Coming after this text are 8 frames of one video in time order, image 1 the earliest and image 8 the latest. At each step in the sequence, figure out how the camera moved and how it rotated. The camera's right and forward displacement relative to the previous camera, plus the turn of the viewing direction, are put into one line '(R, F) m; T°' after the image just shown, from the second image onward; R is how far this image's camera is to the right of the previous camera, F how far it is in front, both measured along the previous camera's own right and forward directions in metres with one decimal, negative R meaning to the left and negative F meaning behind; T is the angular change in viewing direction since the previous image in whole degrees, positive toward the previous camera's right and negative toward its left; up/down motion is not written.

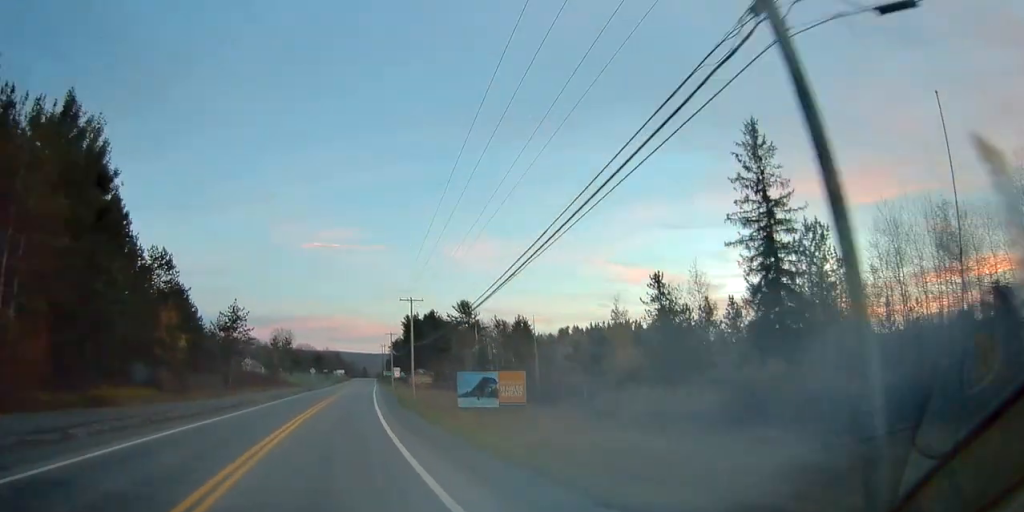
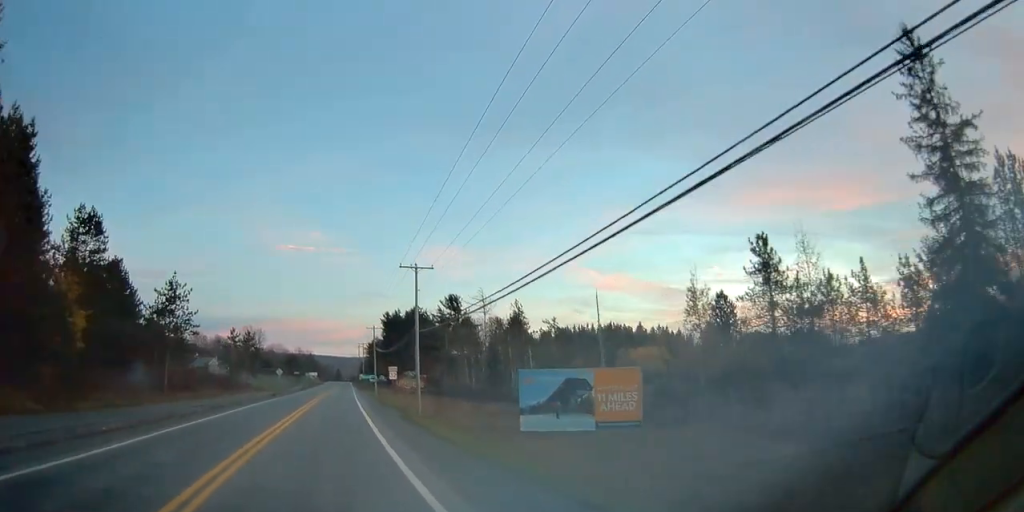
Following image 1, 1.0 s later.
(+0.5, +18.1) m; +3°
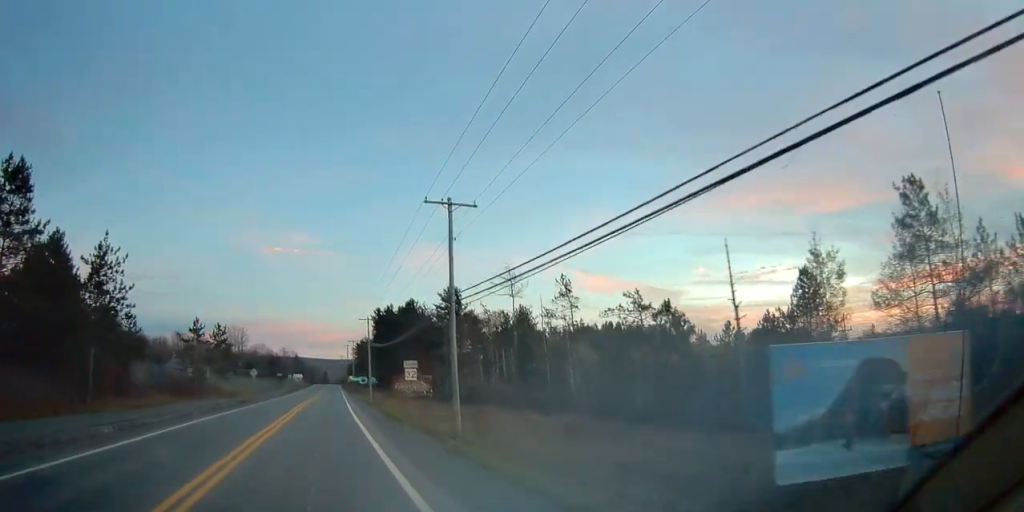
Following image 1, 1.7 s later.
(+0.2, +14.0) m; +2°
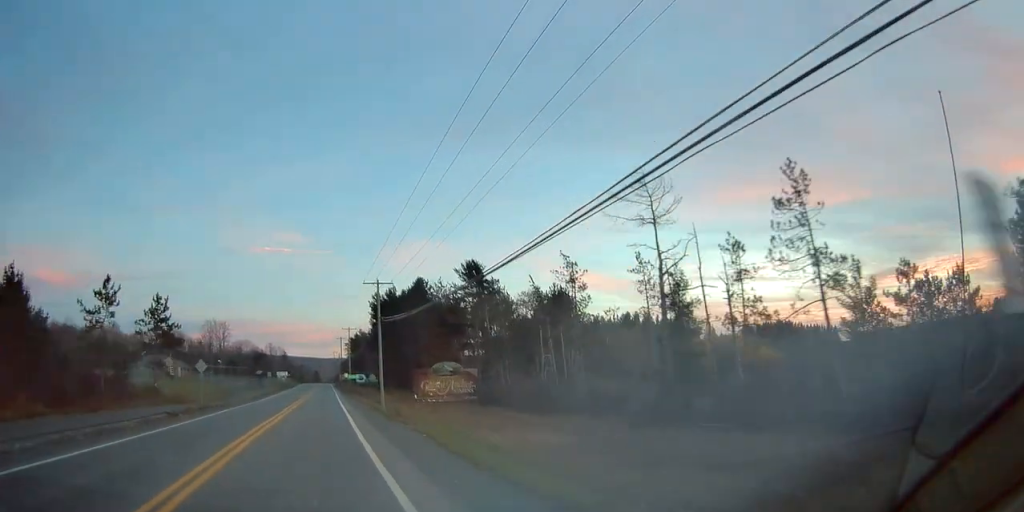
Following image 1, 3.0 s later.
(+0.7, +24.7) m; +3°
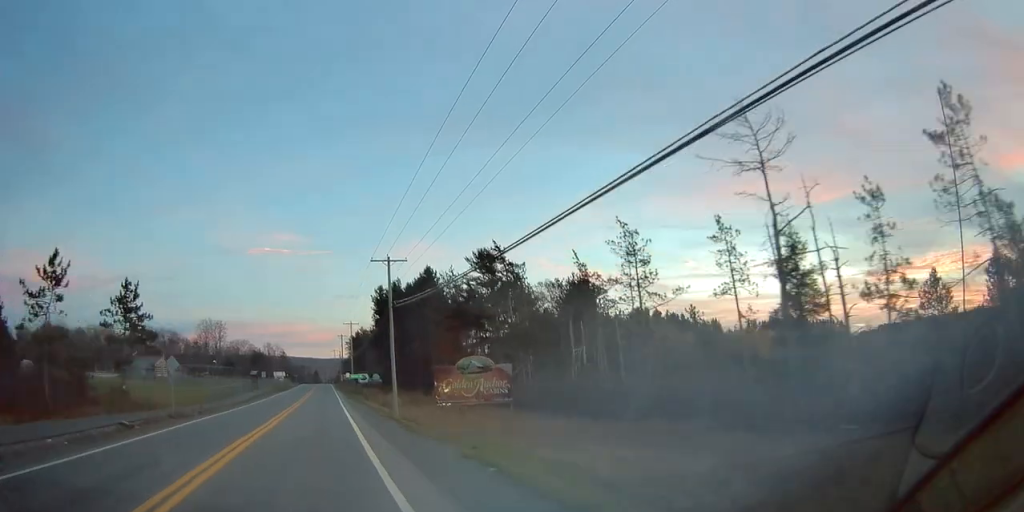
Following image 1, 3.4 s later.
(+0.1, +8.6) m; +1°
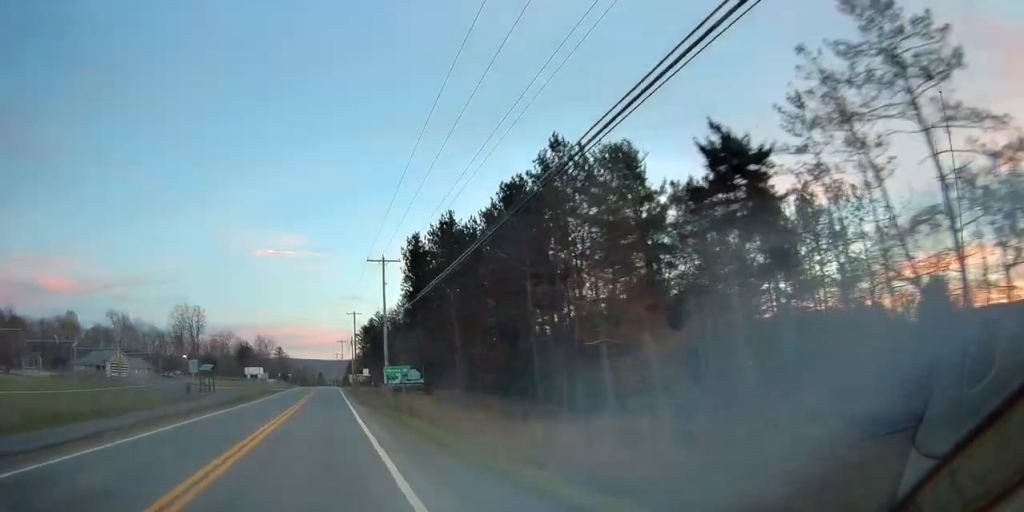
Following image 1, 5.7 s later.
(-0.7, +45.5) m; -1°
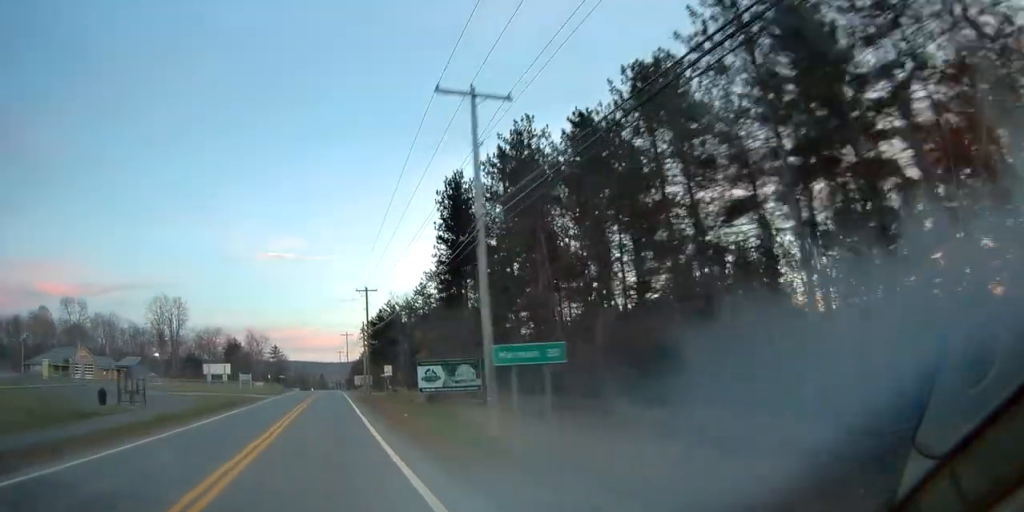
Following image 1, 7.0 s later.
(+0.2, +25.4) m; 0°
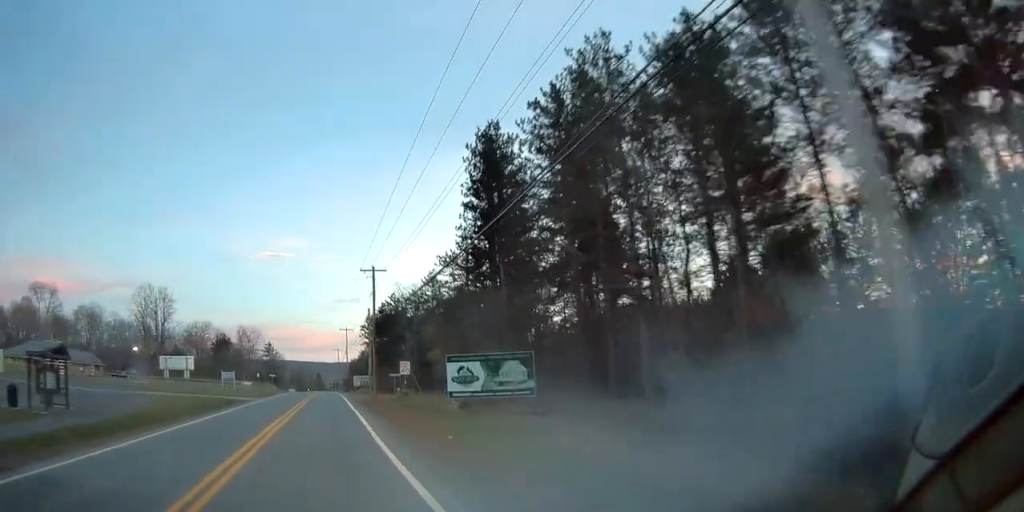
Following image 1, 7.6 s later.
(0.0, +12.3) m; 0°
